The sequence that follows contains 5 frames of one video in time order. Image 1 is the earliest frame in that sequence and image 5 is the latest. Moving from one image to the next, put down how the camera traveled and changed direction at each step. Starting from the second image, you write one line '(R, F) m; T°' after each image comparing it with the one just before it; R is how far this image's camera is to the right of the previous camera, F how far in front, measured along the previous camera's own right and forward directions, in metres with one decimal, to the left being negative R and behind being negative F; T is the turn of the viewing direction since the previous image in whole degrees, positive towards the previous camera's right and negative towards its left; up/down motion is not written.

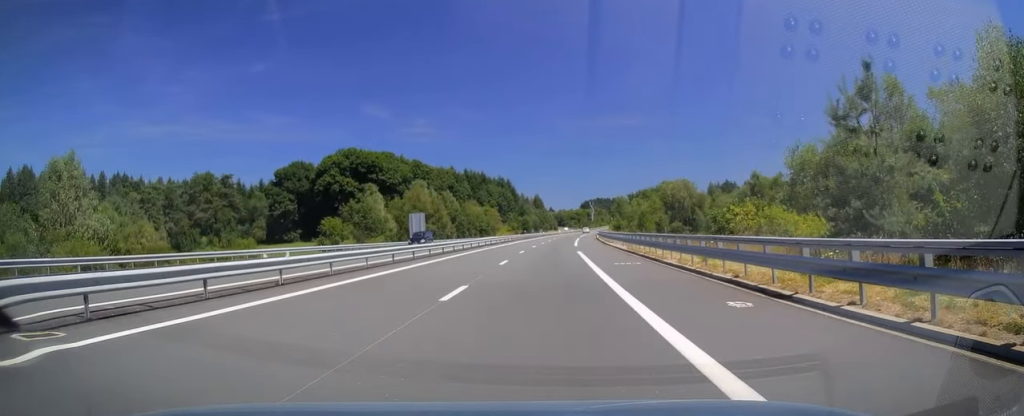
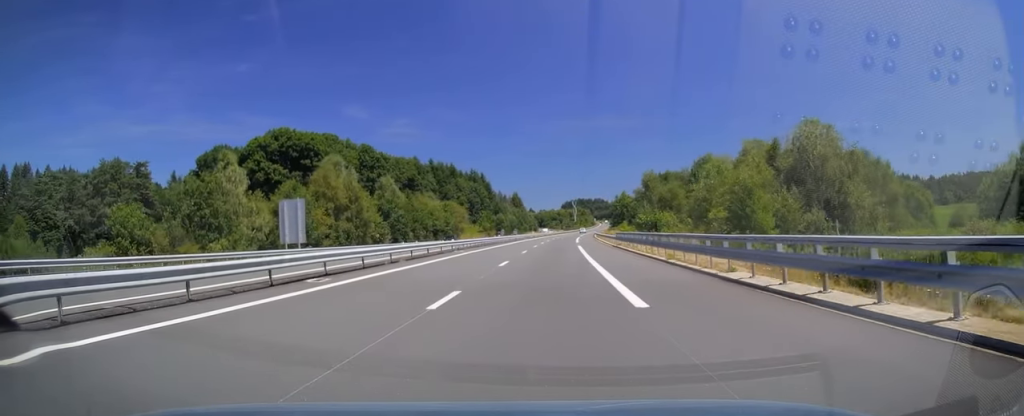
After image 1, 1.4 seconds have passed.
(+0.5, +40.5) m; +1°
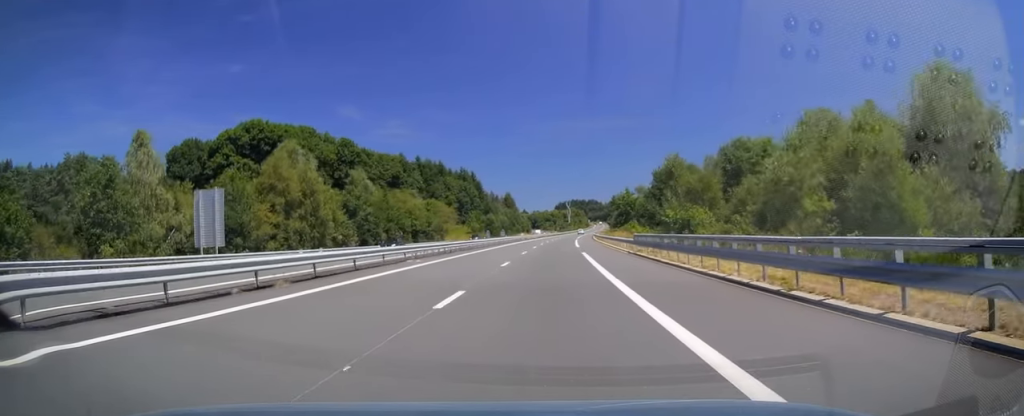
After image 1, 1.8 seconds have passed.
(+0.1, +12.8) m; 0°
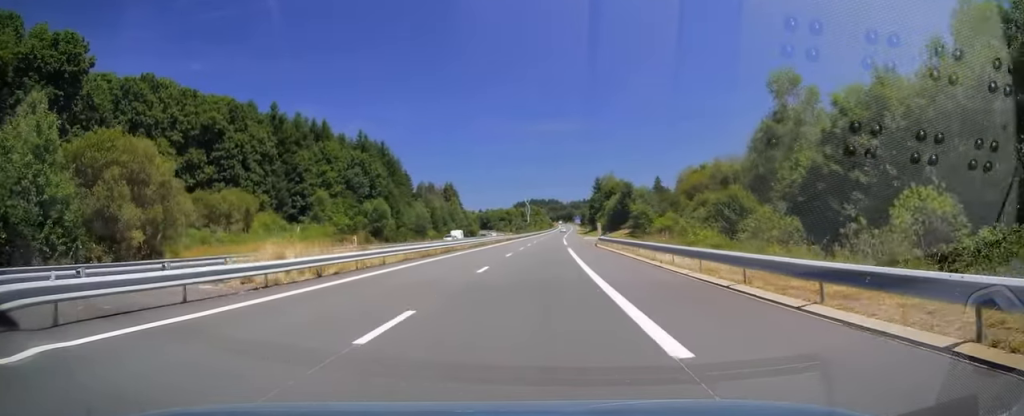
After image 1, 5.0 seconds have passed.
(+3.9, +94.7) m; +5°
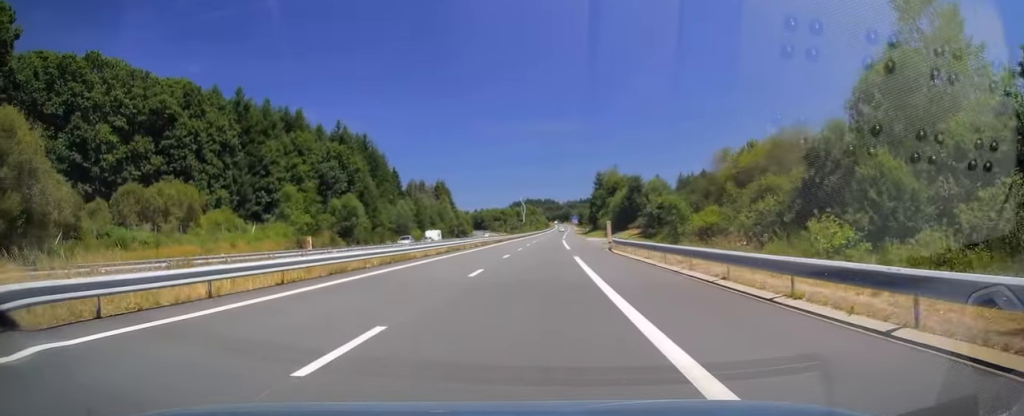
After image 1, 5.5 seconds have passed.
(+0.1, +14.8) m; +1°
